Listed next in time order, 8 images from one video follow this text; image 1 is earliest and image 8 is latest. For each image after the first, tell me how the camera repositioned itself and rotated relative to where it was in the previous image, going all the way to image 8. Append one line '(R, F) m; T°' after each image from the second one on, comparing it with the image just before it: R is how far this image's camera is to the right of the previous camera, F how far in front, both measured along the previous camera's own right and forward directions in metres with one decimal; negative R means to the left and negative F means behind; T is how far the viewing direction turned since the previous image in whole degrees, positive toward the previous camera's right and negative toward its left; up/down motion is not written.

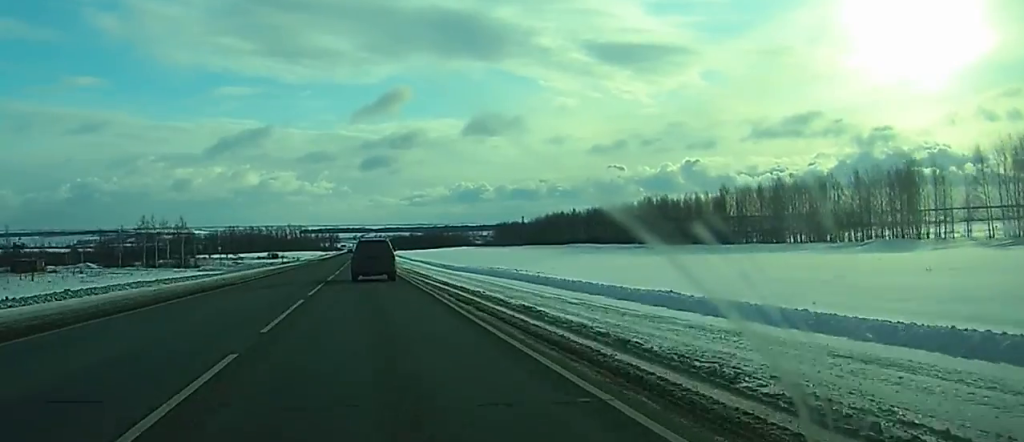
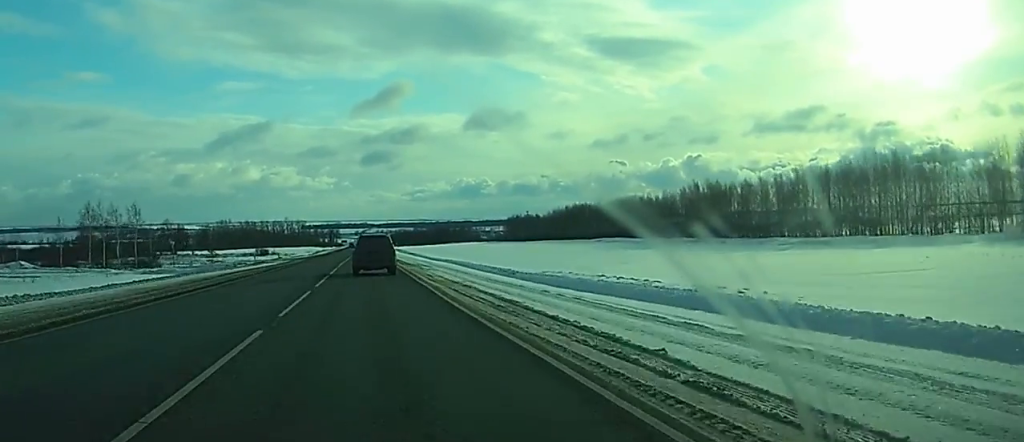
(0.0, +33.2) m; 0°
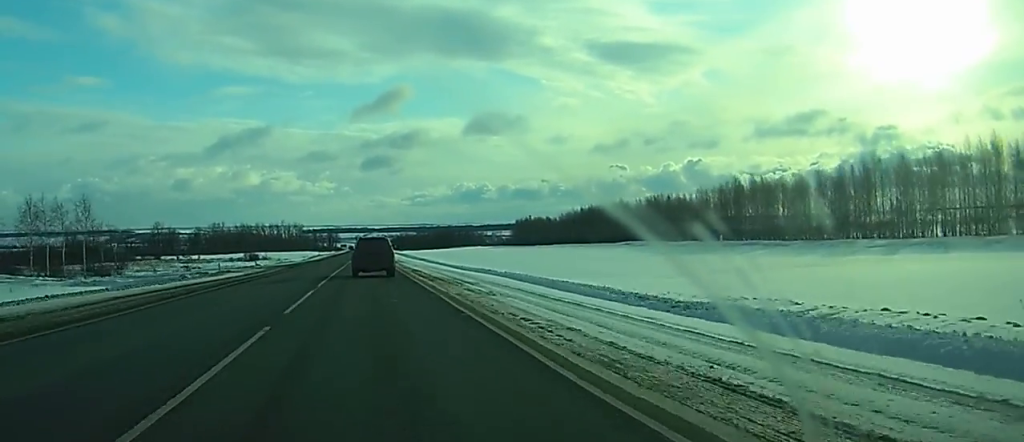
(0.0, +23.0) m; 0°
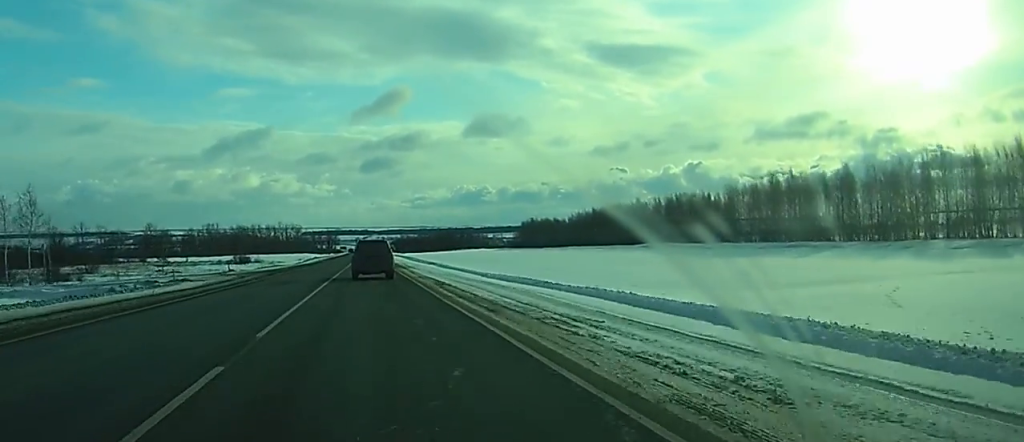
(+0.1, +16.8) m; 0°
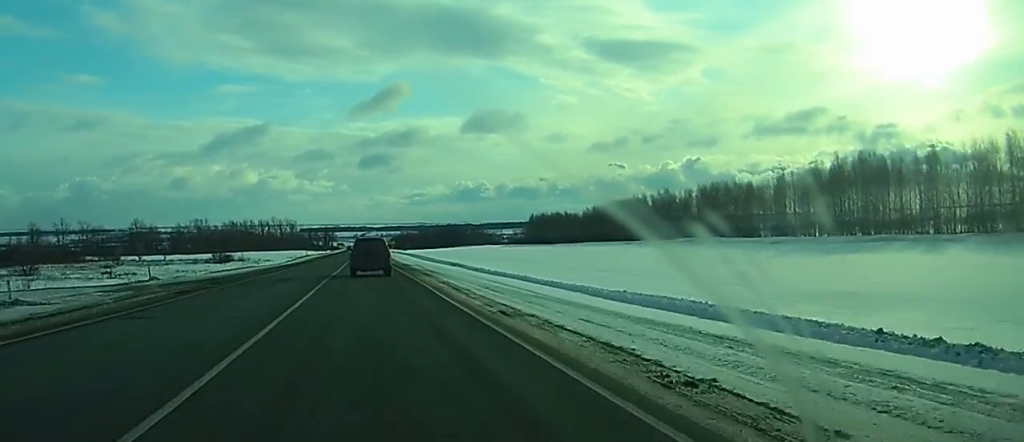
(+0.1, +24.7) m; 0°
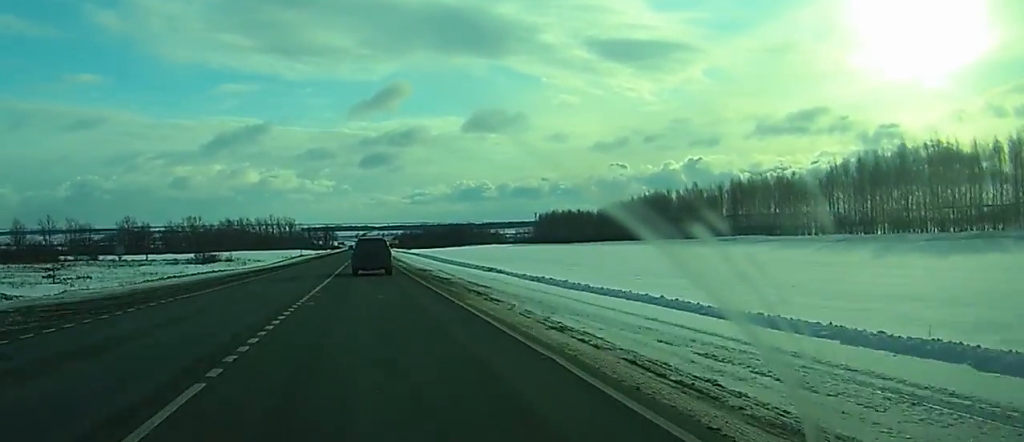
(+0.1, +18.7) m; 0°
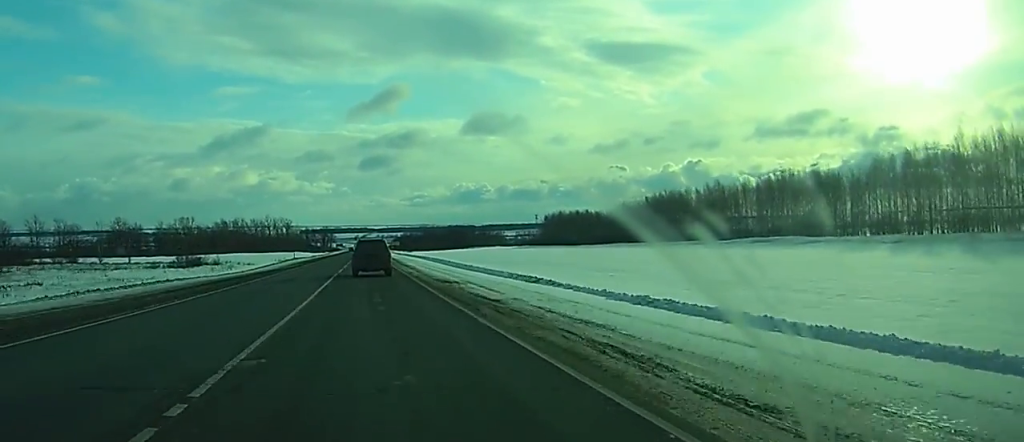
(-0.1, +13.7) m; 0°
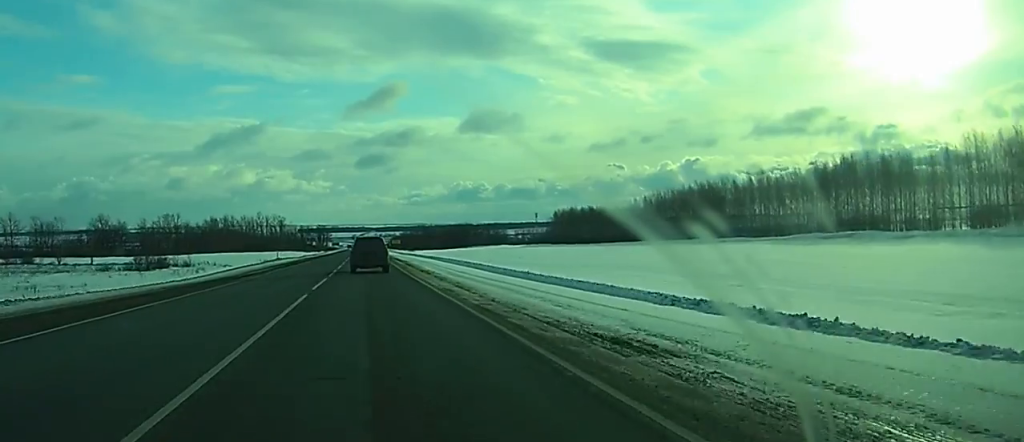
(-0.1, +23.4) m; 0°
